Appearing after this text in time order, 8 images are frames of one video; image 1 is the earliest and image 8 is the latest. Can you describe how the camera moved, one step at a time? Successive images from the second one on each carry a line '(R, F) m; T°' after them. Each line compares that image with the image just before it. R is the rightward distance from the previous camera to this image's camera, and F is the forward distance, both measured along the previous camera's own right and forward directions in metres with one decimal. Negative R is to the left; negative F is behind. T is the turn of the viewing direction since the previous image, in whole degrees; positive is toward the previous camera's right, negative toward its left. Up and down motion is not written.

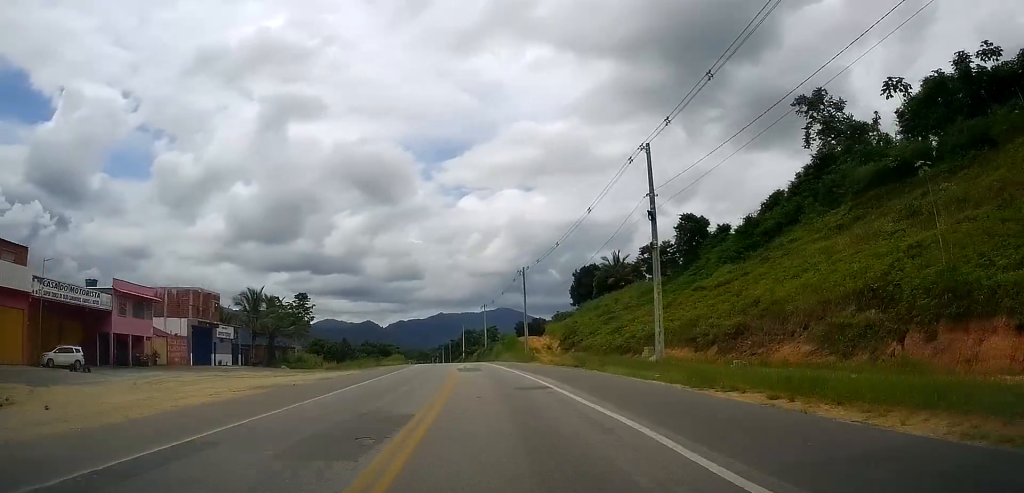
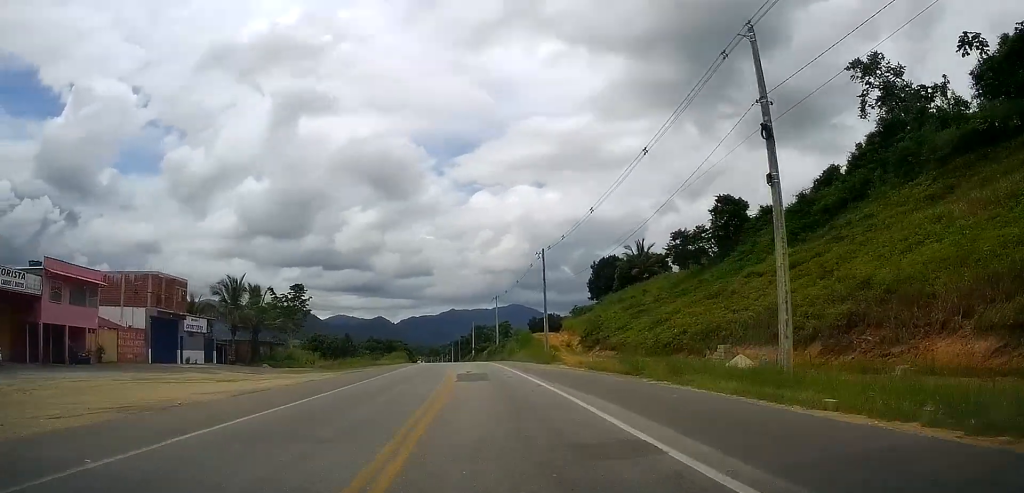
(-0.1, +10.9) m; -1°
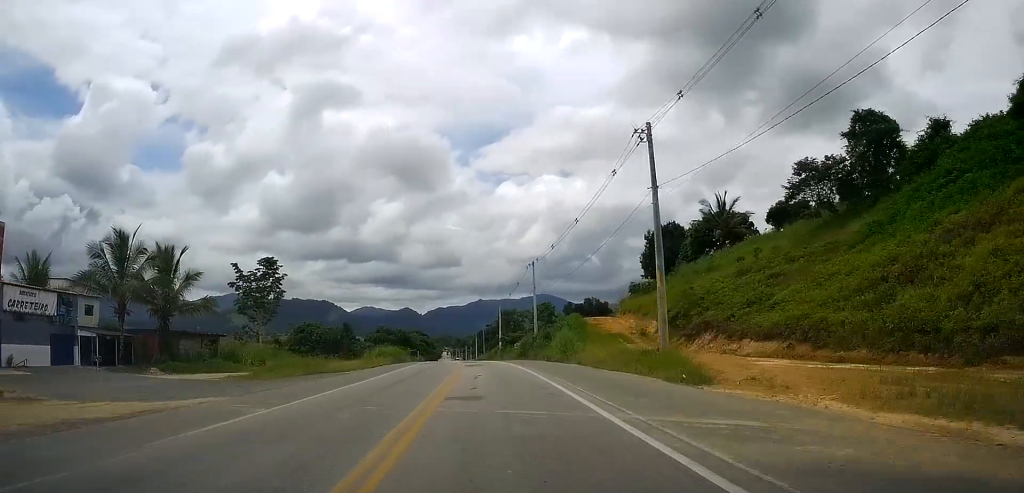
(-0.4, +30.5) m; -2°
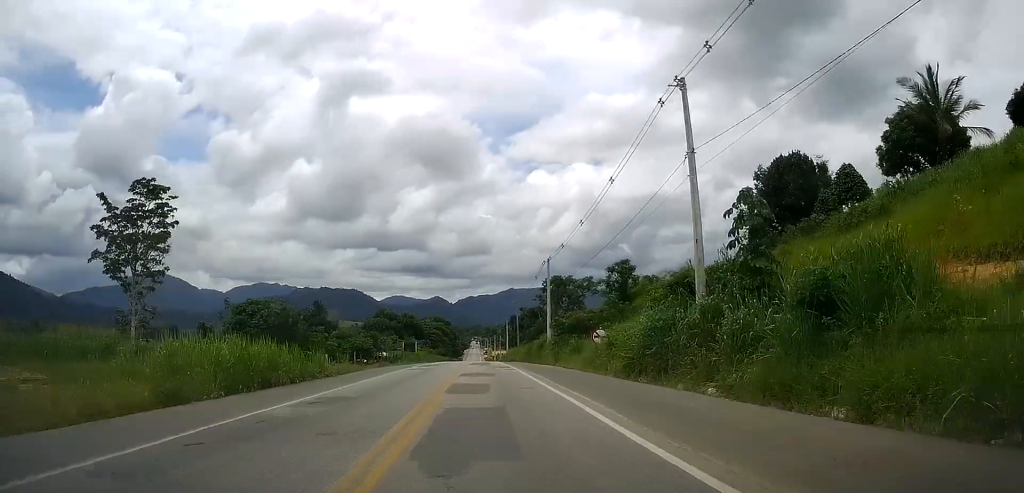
(-1.5, +43.1) m; -3°
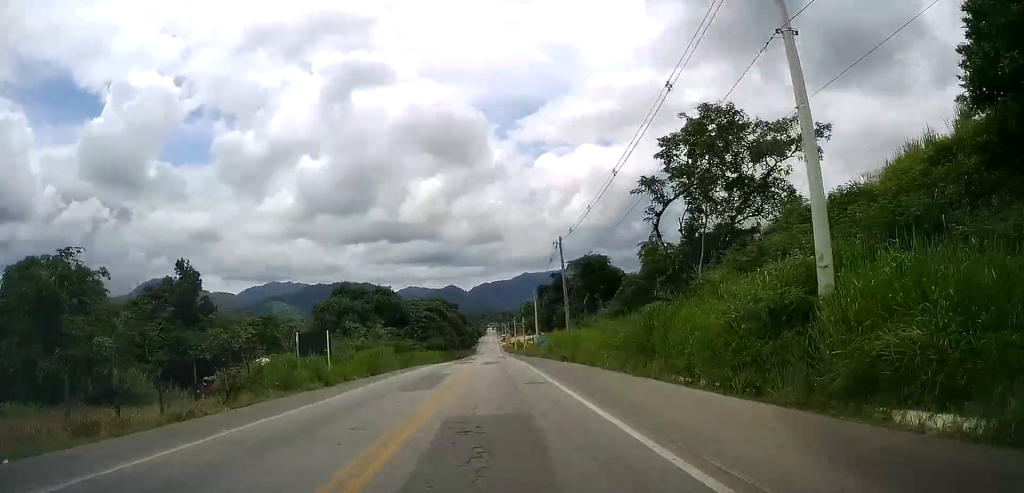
(-0.9, +47.4) m; -2°
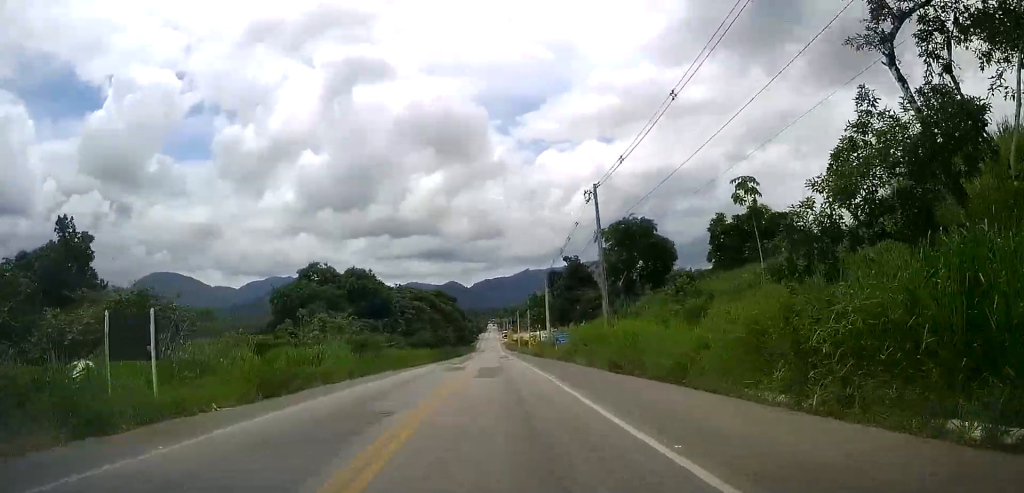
(-0.2, +16.8) m; -1°
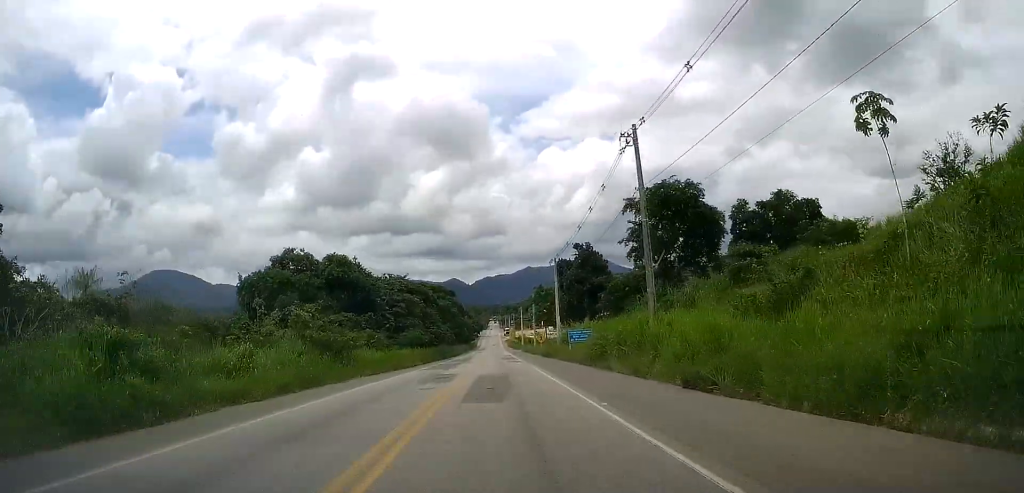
(-0.1, +9.8) m; 0°
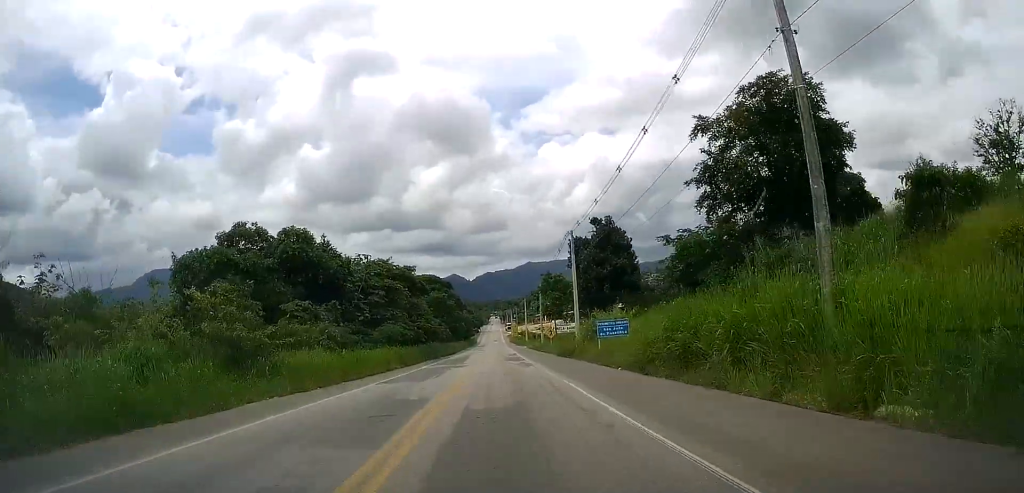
(-0.1, +13.9) m; 0°
